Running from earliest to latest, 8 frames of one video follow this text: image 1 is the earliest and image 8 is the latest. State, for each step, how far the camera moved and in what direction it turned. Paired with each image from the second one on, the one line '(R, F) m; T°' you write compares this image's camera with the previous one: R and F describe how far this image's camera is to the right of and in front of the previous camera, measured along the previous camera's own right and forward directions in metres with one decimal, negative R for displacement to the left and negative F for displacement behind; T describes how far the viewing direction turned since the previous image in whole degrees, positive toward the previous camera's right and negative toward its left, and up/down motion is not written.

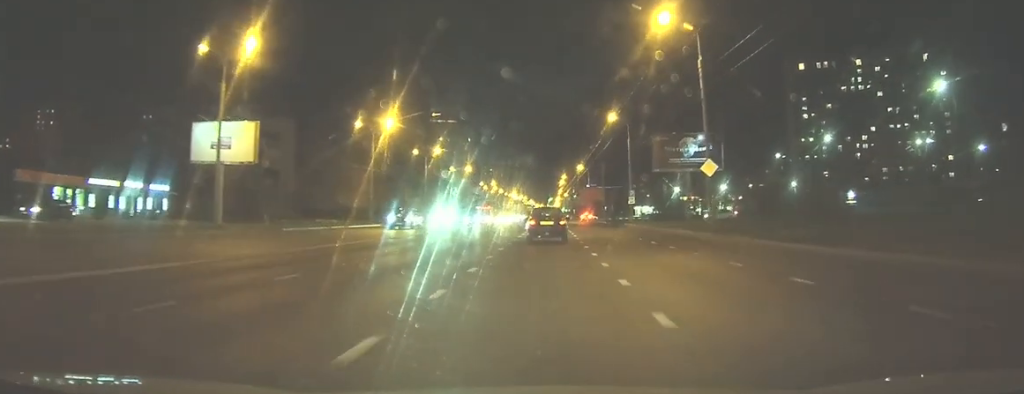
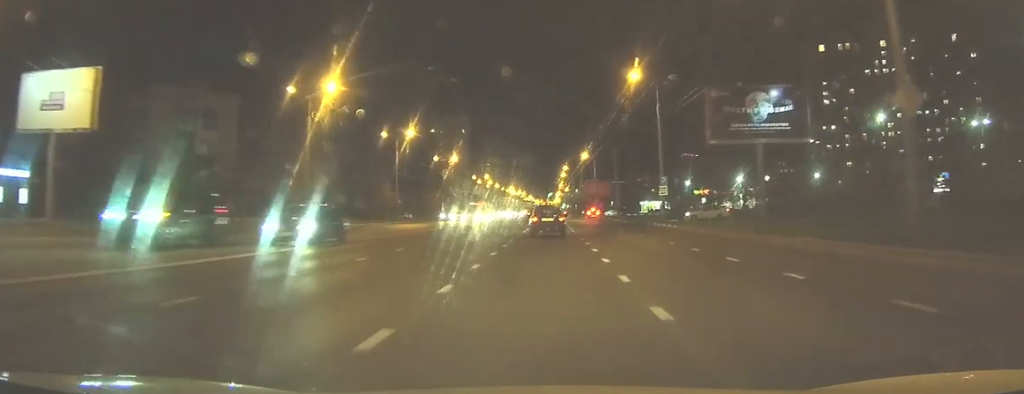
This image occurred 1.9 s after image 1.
(+0.1, +20.0) m; +1°
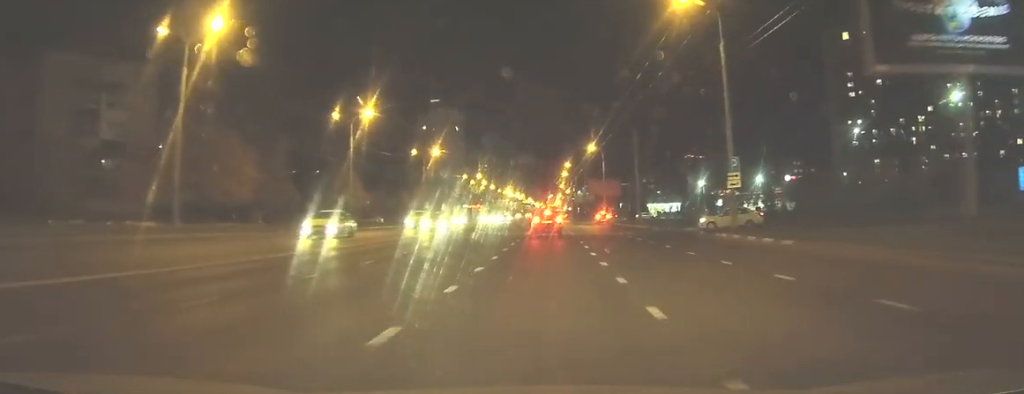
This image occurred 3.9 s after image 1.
(-0.2, +20.7) m; -2°
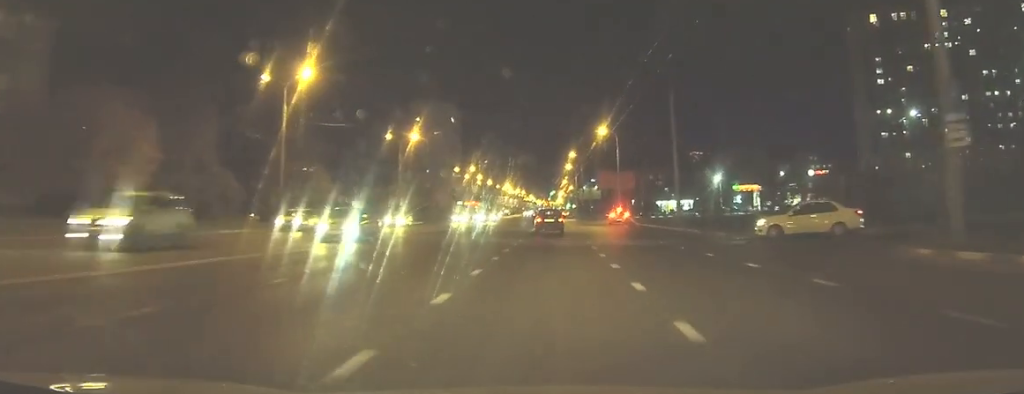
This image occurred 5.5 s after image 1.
(-0.4, +17.7) m; -1°
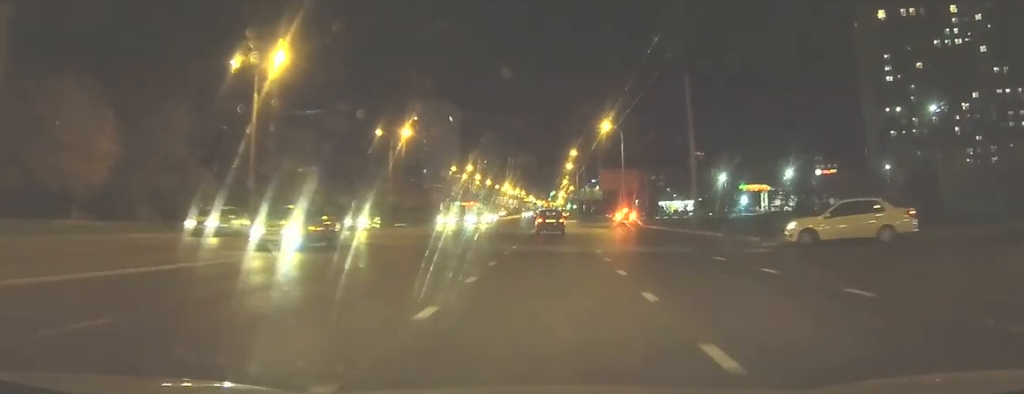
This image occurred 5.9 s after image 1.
(0.0, +5.1) m; 0°
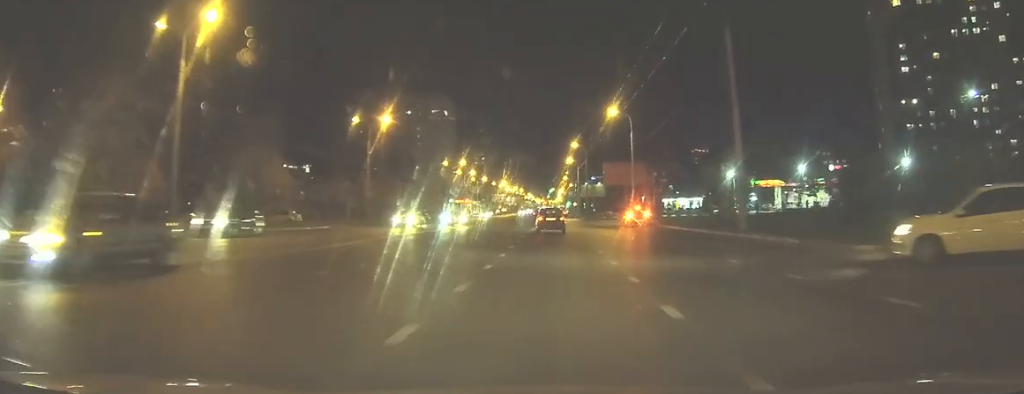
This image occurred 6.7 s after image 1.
(+0.1, +9.2) m; 0°
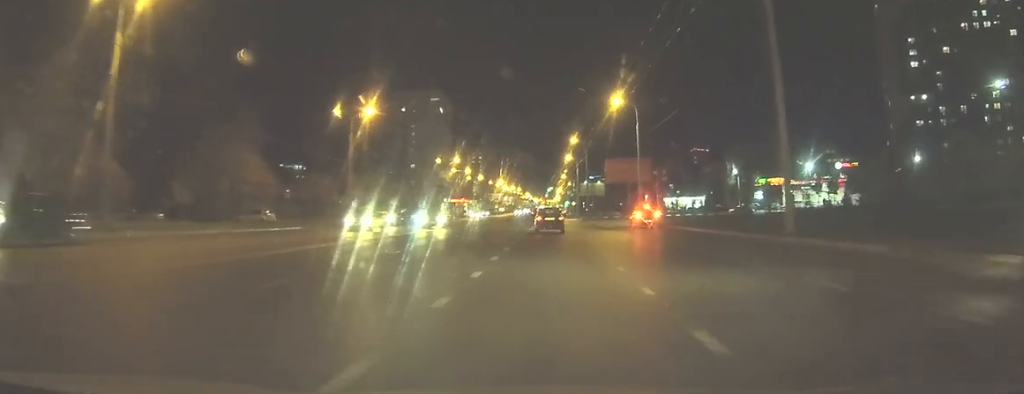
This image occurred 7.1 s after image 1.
(0.0, +5.7) m; 0°
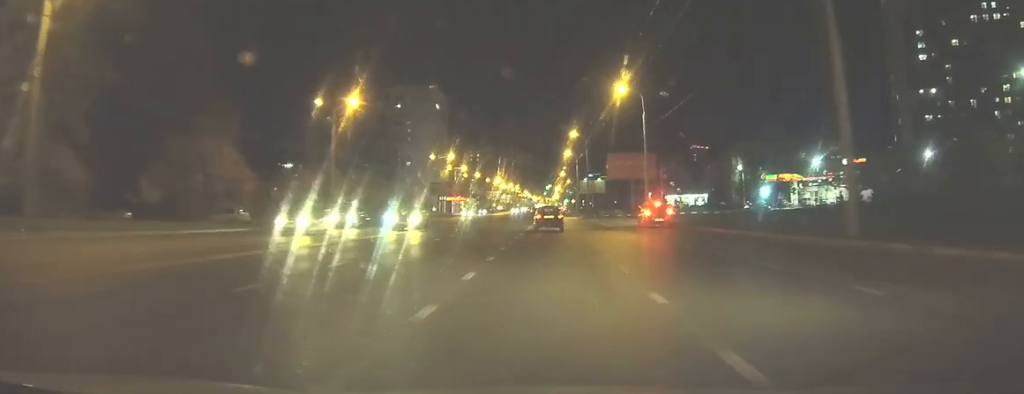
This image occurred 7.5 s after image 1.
(0.0, +4.9) m; 0°
